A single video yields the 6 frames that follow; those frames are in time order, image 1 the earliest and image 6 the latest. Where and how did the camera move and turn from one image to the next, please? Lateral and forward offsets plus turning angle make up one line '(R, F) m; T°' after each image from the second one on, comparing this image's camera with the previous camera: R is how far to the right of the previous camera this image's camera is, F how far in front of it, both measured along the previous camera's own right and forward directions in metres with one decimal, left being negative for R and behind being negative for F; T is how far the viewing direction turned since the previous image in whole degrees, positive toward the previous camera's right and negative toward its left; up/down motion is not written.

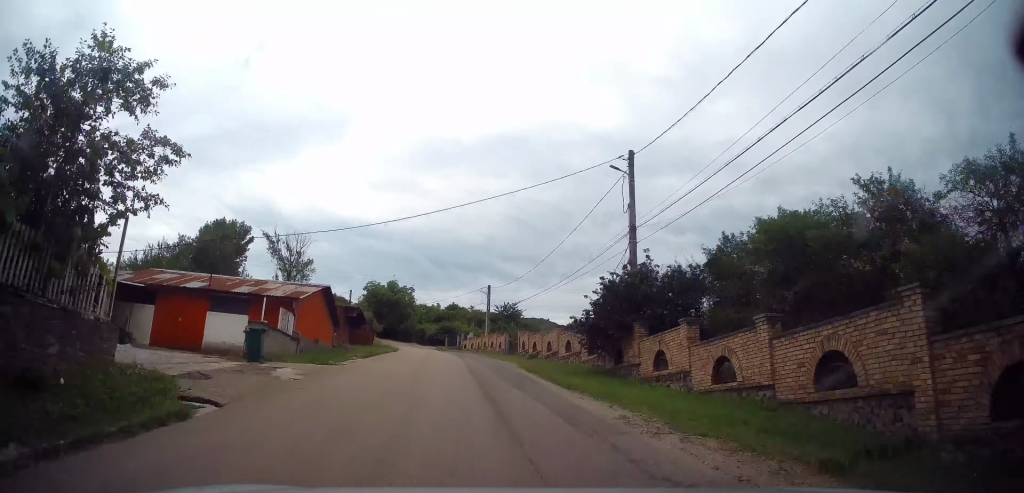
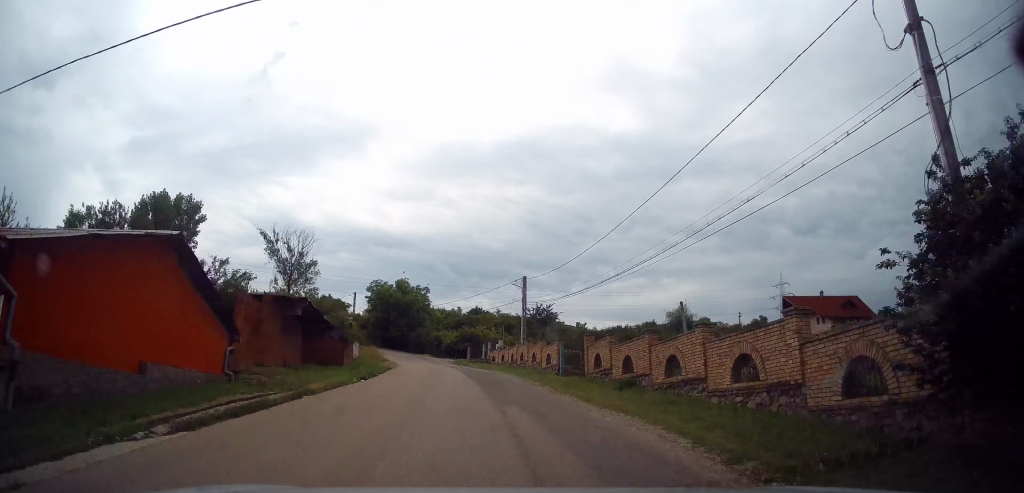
(-0.6, +16.2) m; -3°
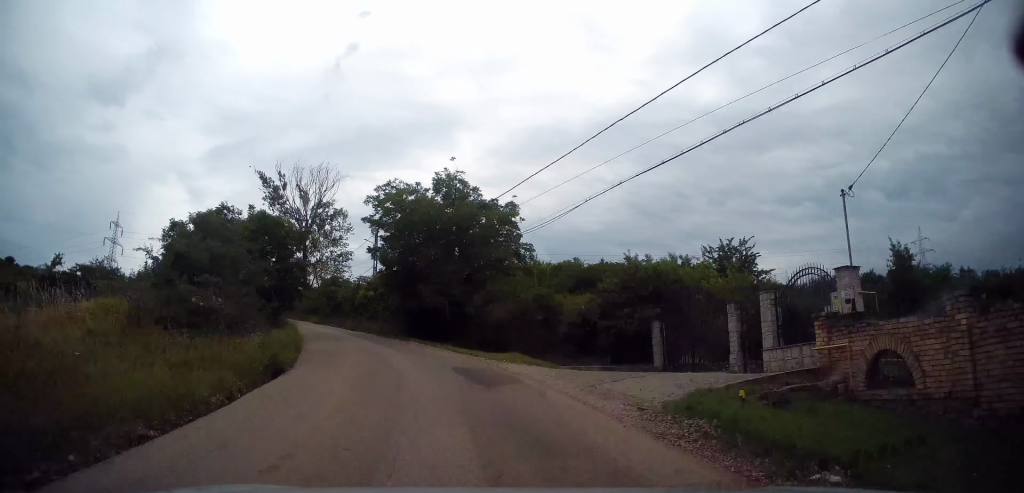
(-2.9, +42.8) m; -15°
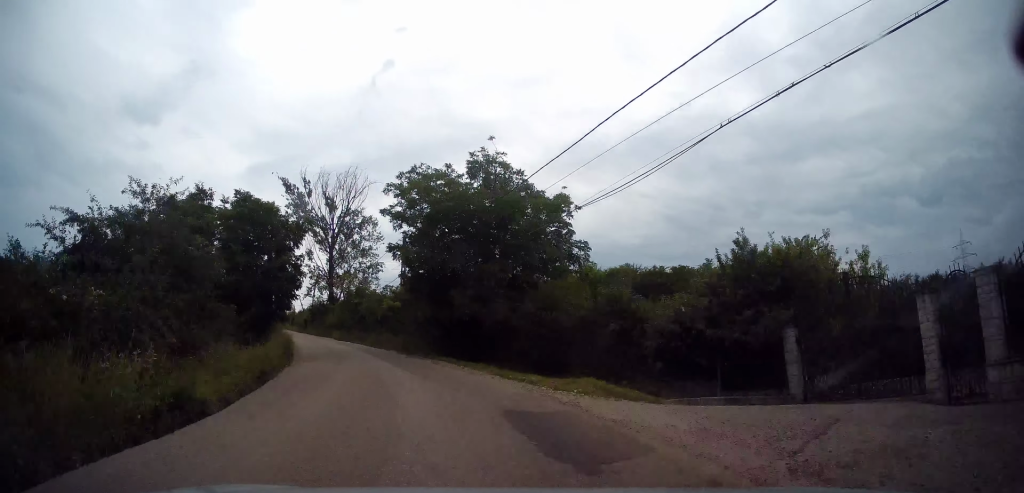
(-0.4, +5.9) m; -4°
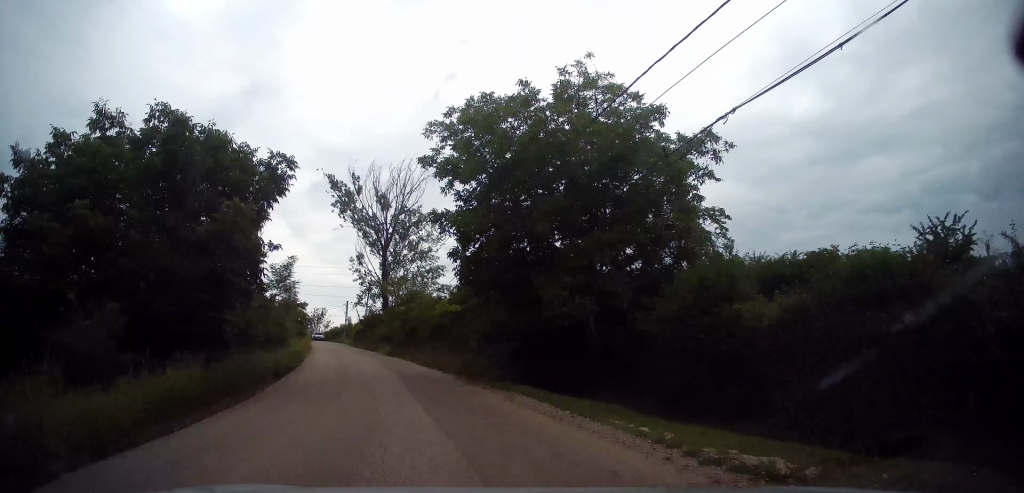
(-0.5, +9.3) m; -6°
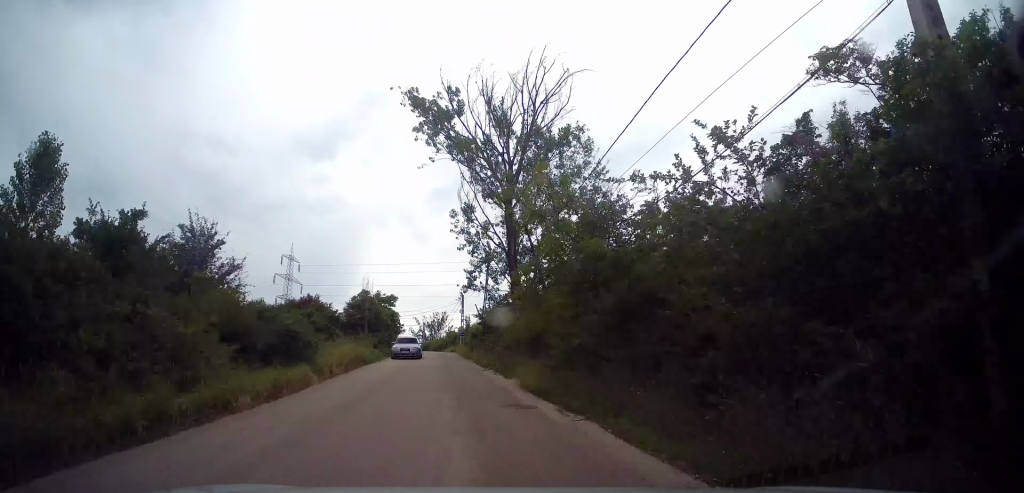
(-3.1, +26.4) m; -11°
